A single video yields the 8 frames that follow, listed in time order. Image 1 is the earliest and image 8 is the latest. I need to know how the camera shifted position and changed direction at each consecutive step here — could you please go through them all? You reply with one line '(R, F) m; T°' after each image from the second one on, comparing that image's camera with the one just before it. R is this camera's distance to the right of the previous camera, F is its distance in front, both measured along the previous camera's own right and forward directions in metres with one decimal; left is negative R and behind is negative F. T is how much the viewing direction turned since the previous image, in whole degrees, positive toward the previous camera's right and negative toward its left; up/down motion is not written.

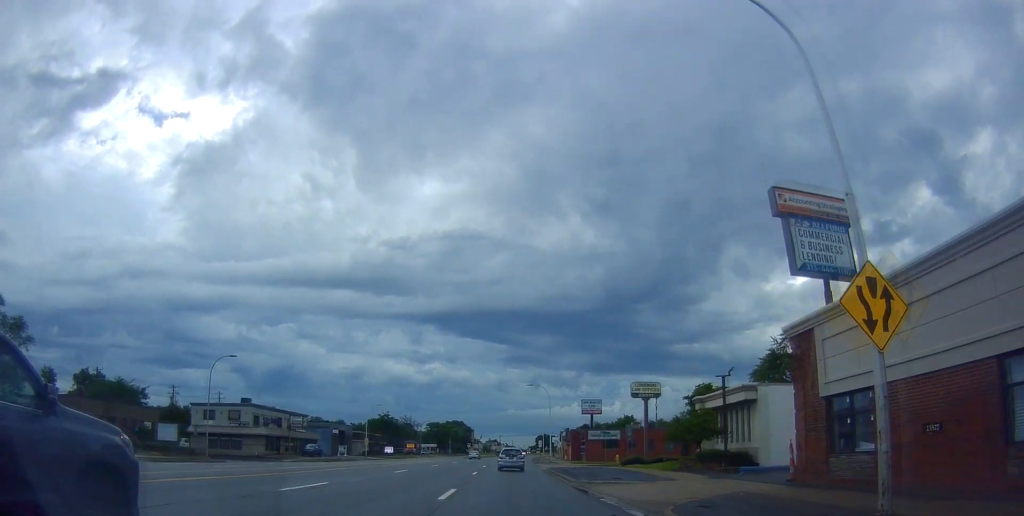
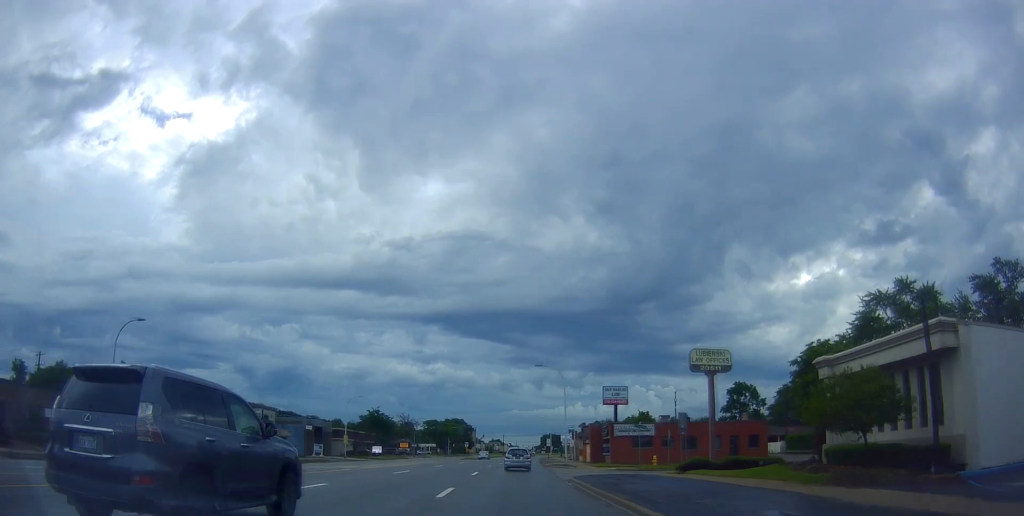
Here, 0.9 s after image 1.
(0.0, +15.0) m; 0°
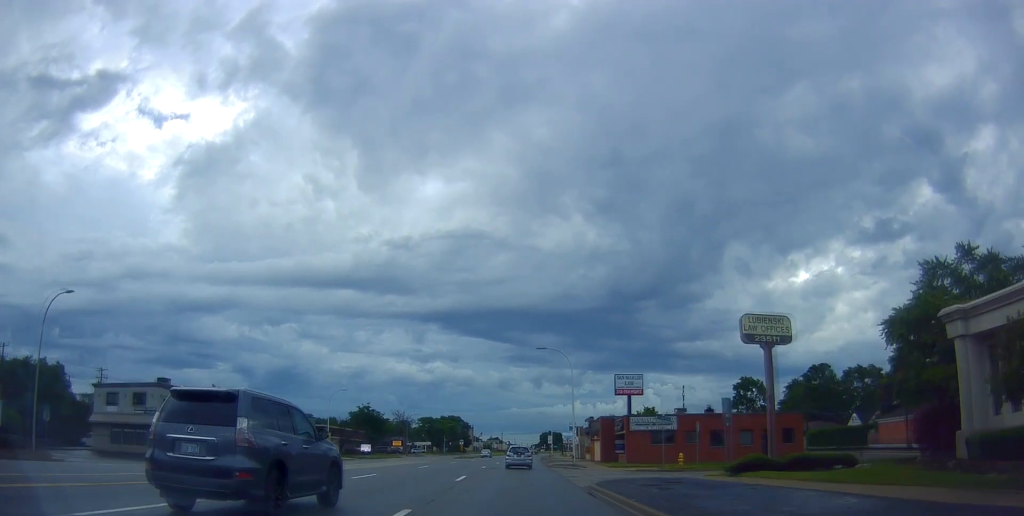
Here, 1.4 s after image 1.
(0.0, +7.7) m; 0°
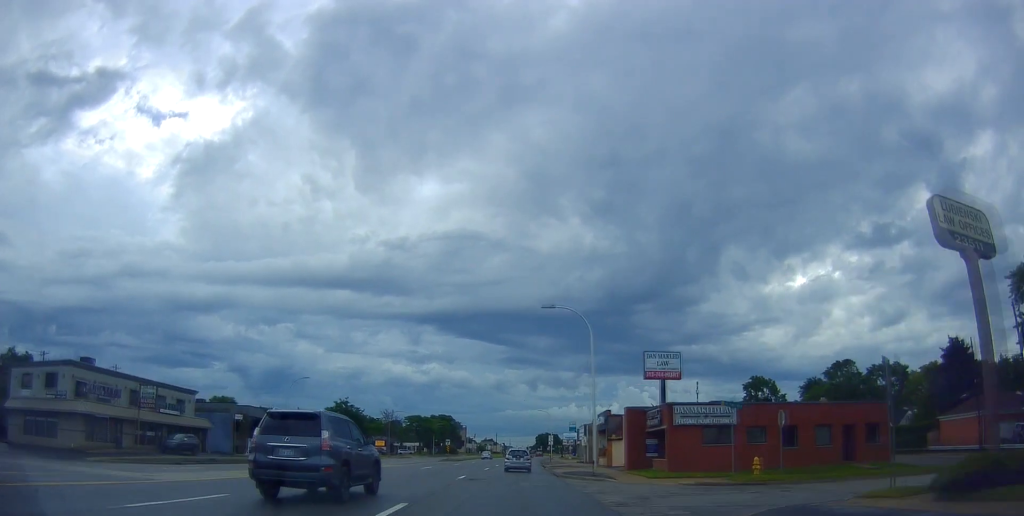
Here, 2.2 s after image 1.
(0.0, +13.2) m; 0°
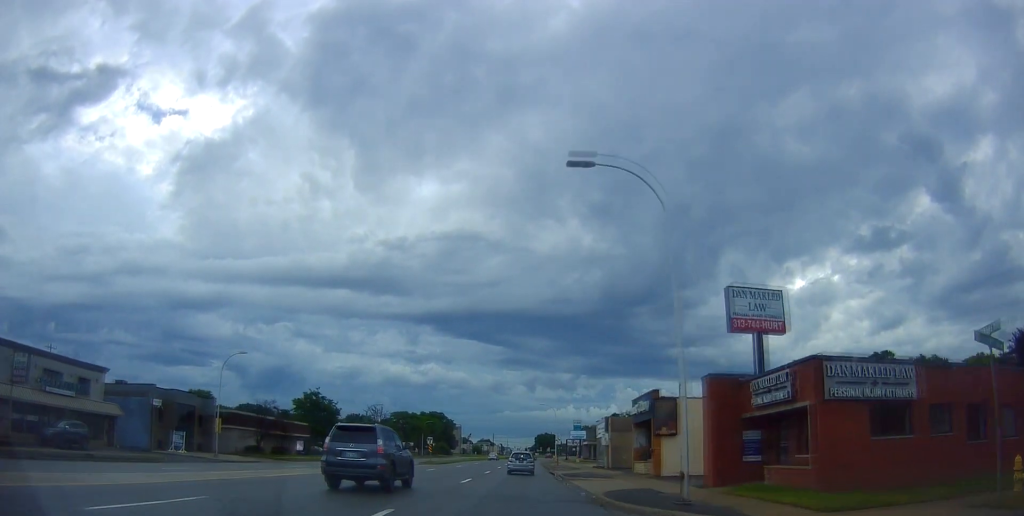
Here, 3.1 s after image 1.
(0.0, +16.0) m; 0°
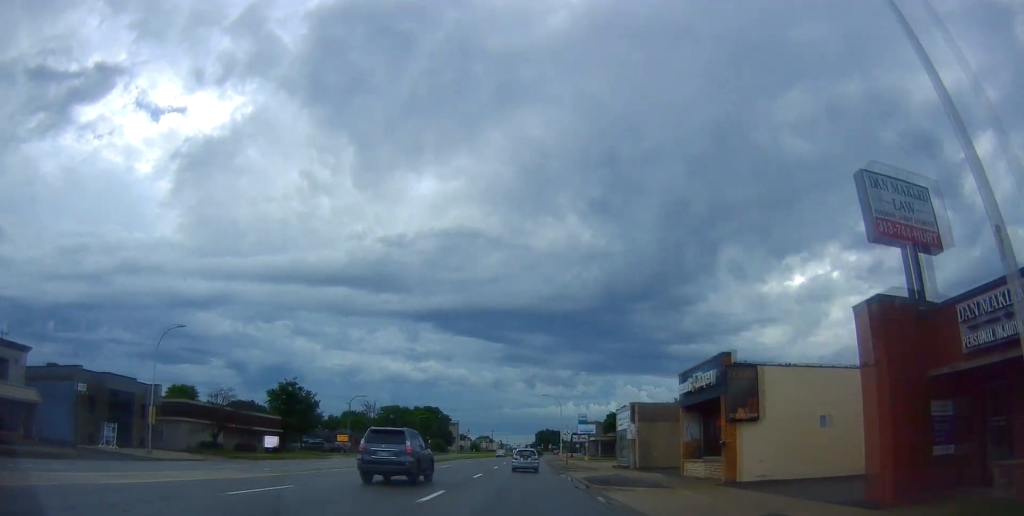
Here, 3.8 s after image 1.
(0.0, +10.7) m; 0°
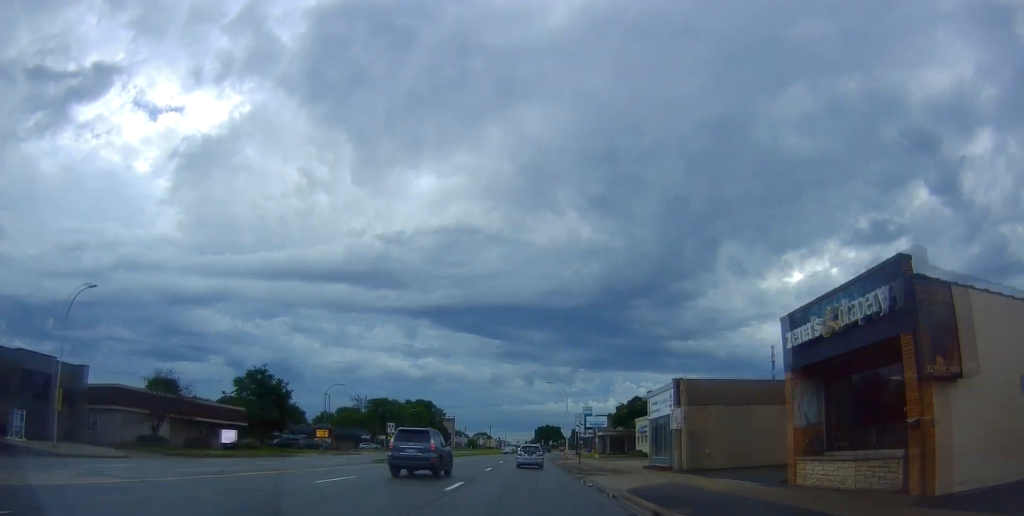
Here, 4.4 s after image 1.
(0.0, +10.8) m; -1°
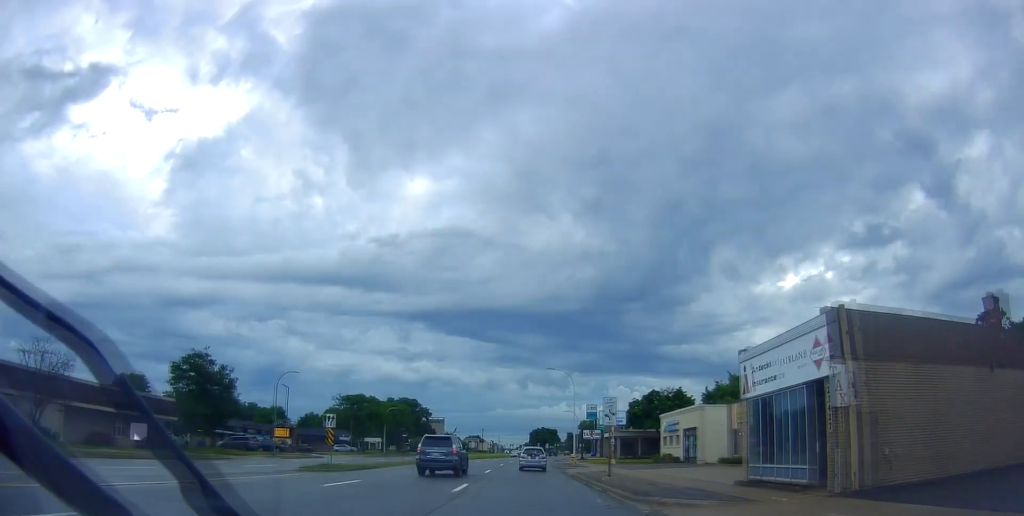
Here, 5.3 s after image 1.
(-0.1, +14.8) m; -1°
